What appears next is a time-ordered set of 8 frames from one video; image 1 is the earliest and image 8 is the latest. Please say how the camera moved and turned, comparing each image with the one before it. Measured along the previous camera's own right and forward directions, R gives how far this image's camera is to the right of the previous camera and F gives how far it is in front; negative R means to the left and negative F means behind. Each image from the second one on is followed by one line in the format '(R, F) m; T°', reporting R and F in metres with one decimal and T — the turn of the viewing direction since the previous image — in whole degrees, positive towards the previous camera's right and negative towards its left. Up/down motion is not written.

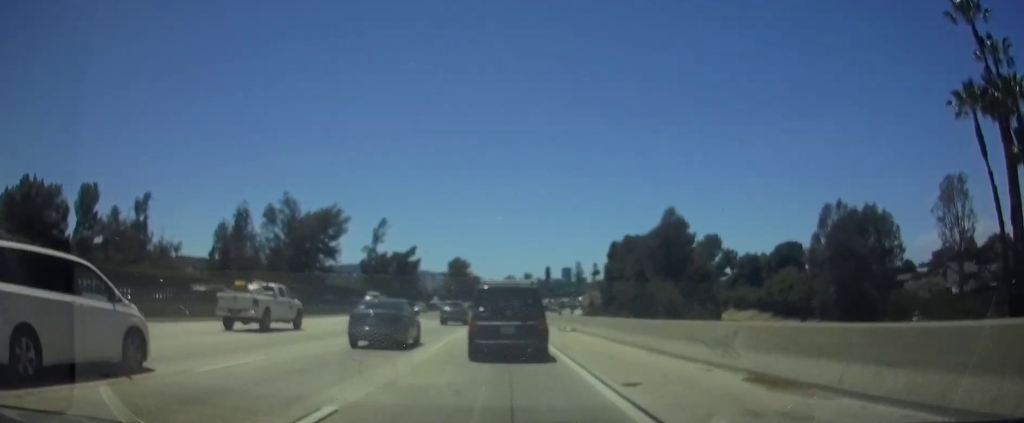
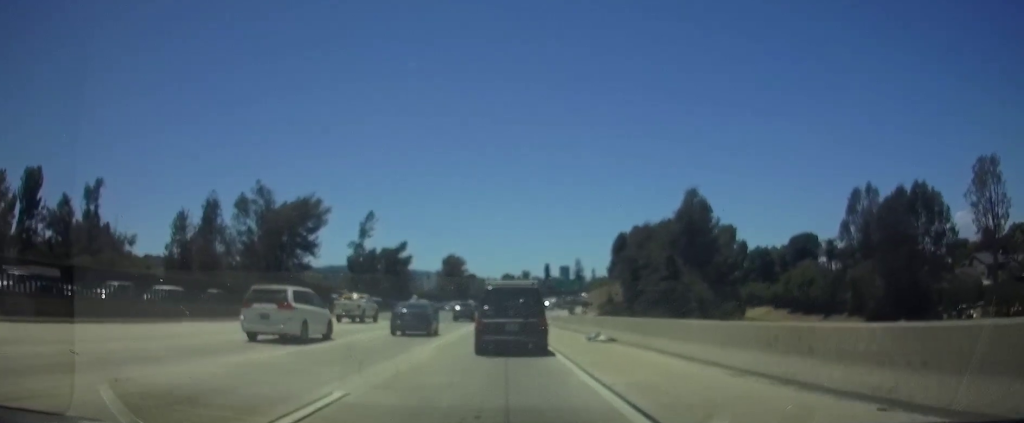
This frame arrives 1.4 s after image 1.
(+0.5, +13.6) m; +1°
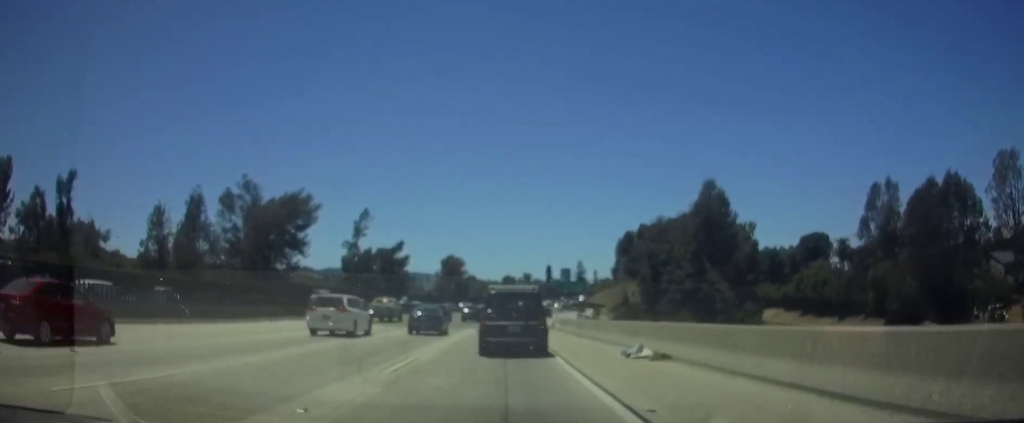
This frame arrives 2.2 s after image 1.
(-0.1, +7.4) m; 0°
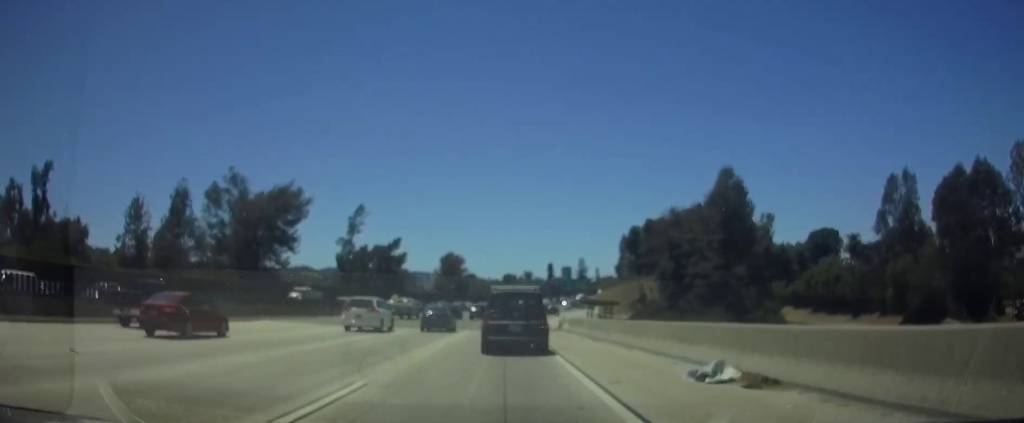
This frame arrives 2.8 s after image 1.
(0.0, +6.2) m; 0°
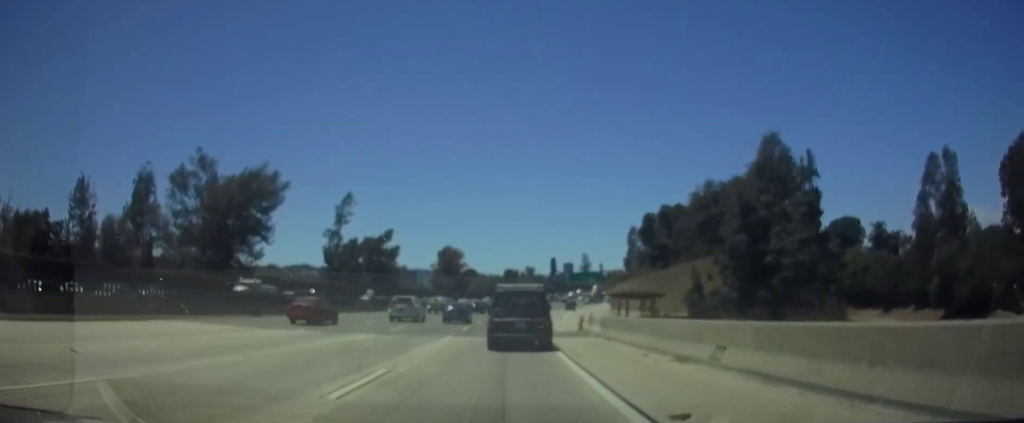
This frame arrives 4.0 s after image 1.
(+0.1, +12.9) m; +1°
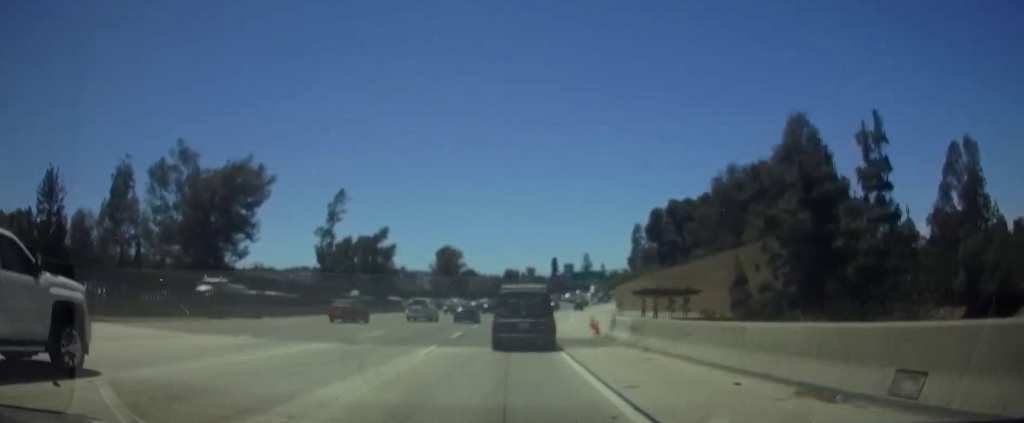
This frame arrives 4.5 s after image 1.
(-0.1, +6.3) m; 0°
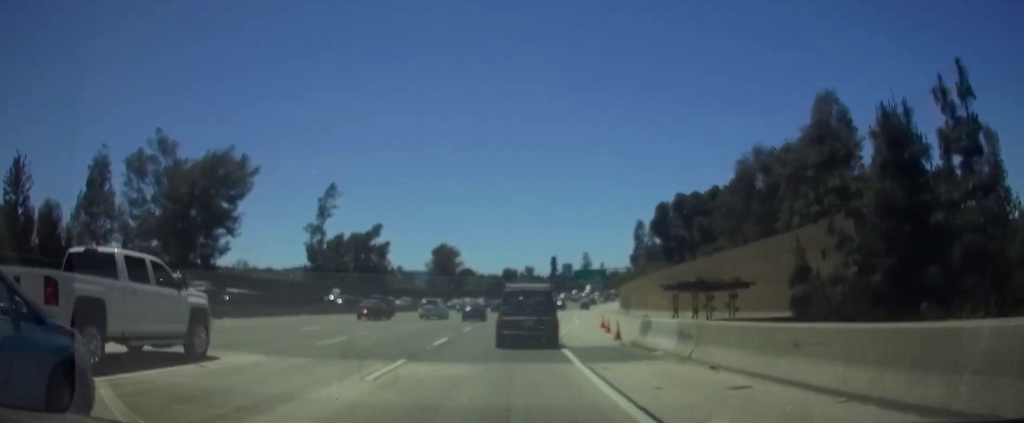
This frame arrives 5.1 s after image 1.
(+0.1, +6.2) m; 0°
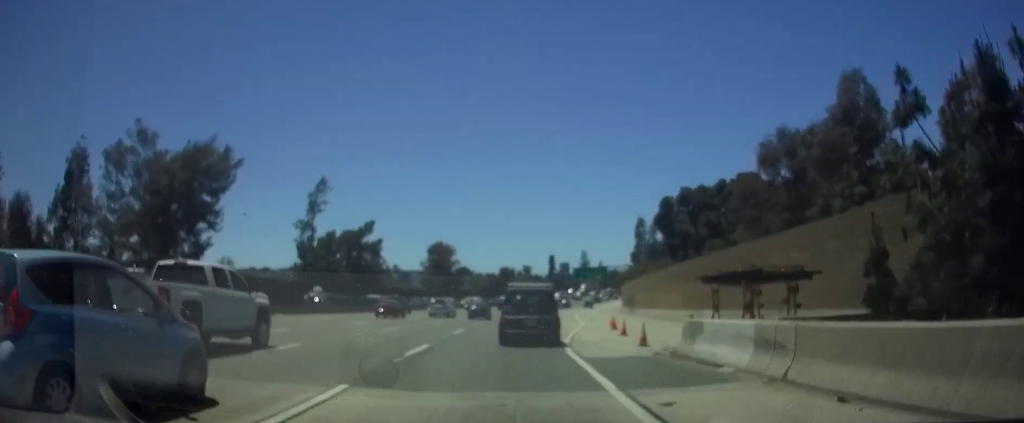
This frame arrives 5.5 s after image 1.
(+0.1, +5.0) m; 0°
